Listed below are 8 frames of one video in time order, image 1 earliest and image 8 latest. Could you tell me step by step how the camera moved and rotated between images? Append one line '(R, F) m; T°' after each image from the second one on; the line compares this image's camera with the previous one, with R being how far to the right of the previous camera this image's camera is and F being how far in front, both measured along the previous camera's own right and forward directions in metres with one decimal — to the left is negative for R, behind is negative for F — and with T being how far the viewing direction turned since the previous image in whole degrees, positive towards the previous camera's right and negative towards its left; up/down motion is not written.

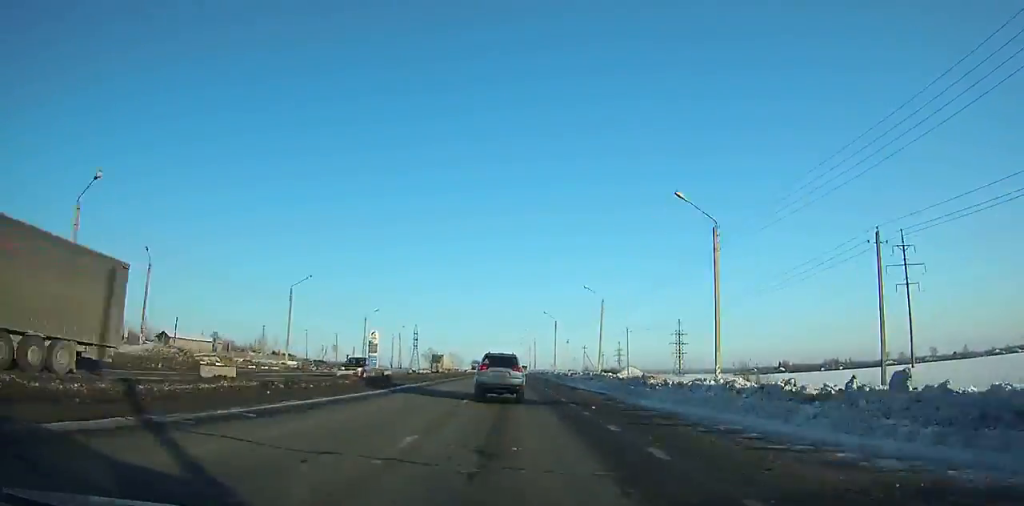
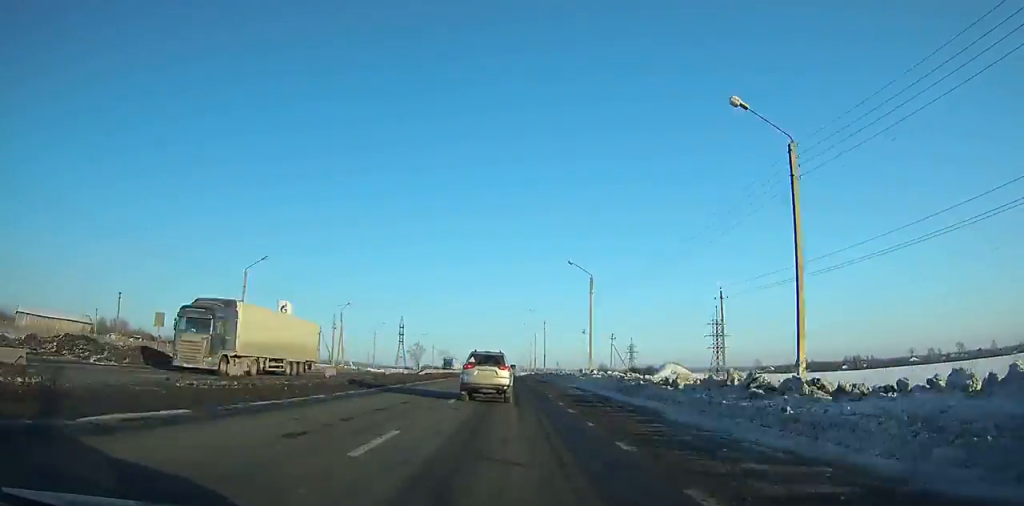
(-0.2, +48.8) m; 0°
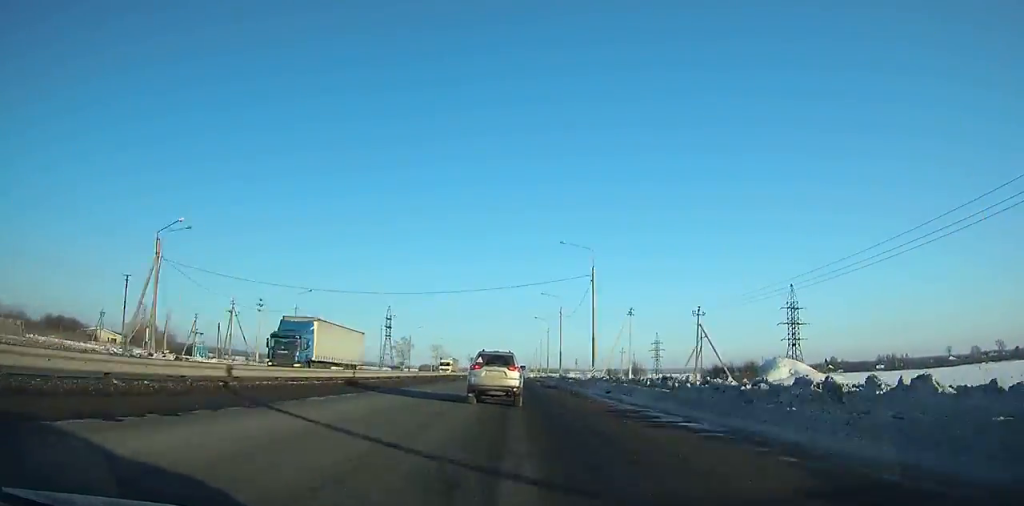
(0.0, +57.0) m; 0°
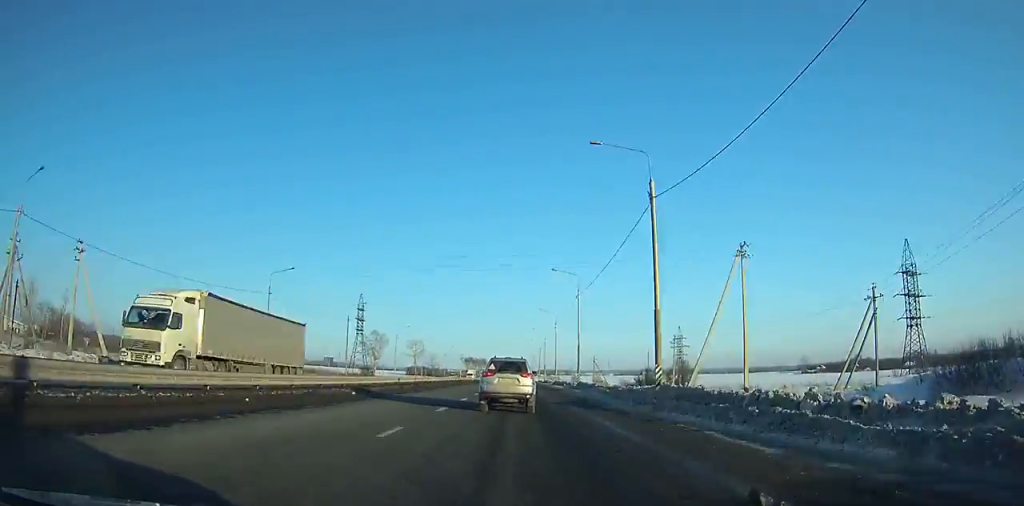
(+0.1, +54.8) m; 0°
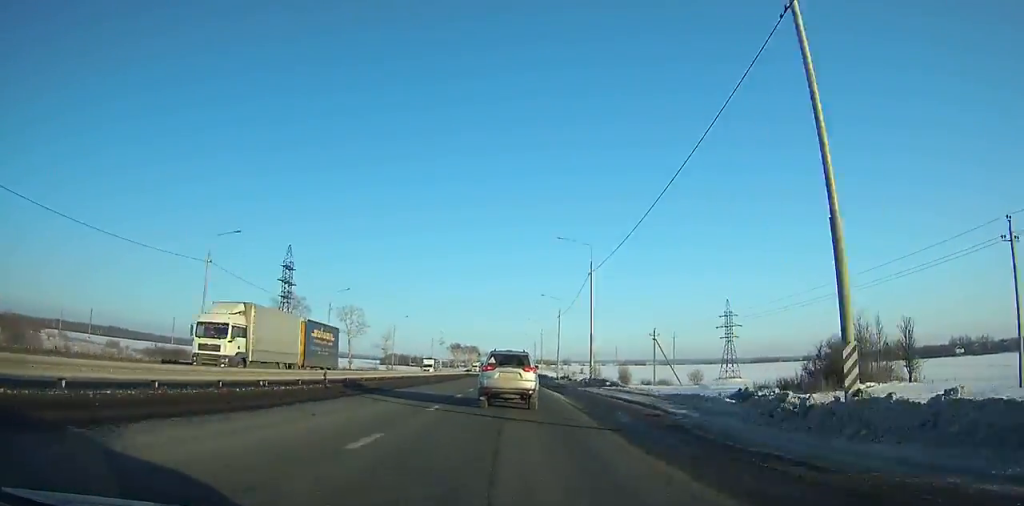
(+0.1, +76.1) m; 0°
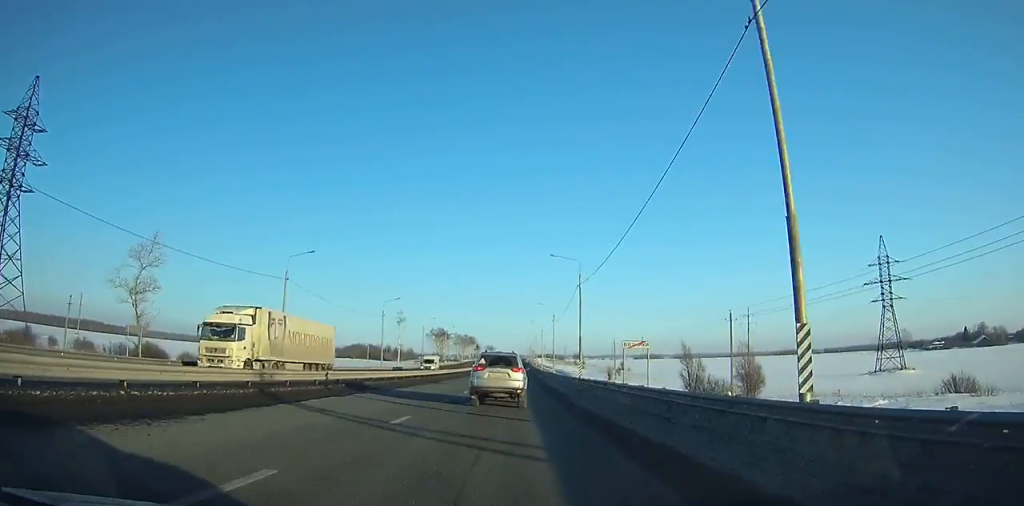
(+0.2, +96.2) m; 0°
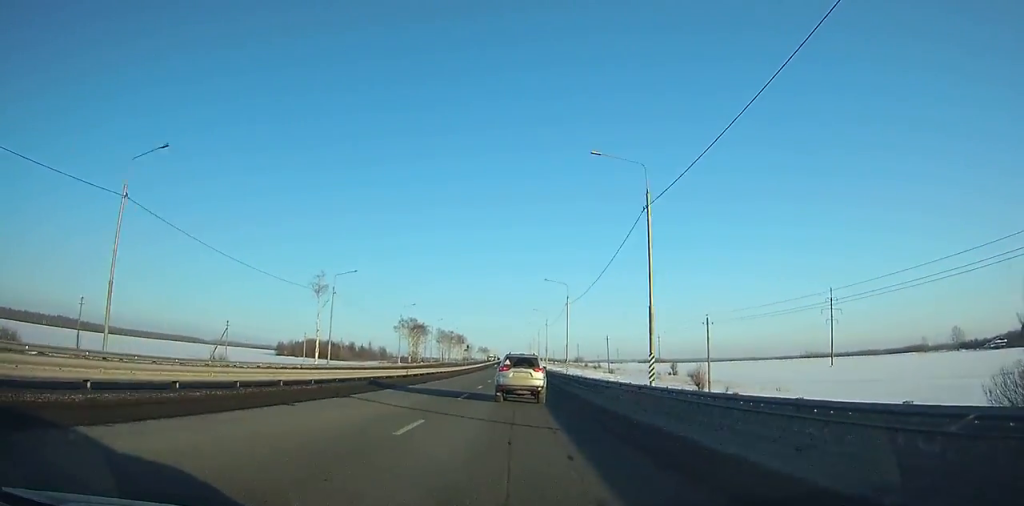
(+0.3, +60.9) m; 0°
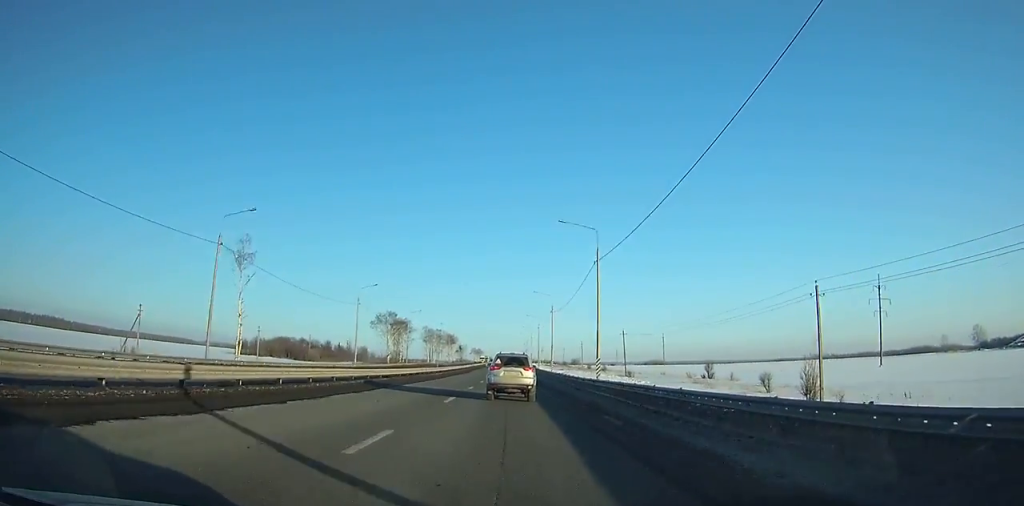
(+0.2, +24.7) m; 0°
